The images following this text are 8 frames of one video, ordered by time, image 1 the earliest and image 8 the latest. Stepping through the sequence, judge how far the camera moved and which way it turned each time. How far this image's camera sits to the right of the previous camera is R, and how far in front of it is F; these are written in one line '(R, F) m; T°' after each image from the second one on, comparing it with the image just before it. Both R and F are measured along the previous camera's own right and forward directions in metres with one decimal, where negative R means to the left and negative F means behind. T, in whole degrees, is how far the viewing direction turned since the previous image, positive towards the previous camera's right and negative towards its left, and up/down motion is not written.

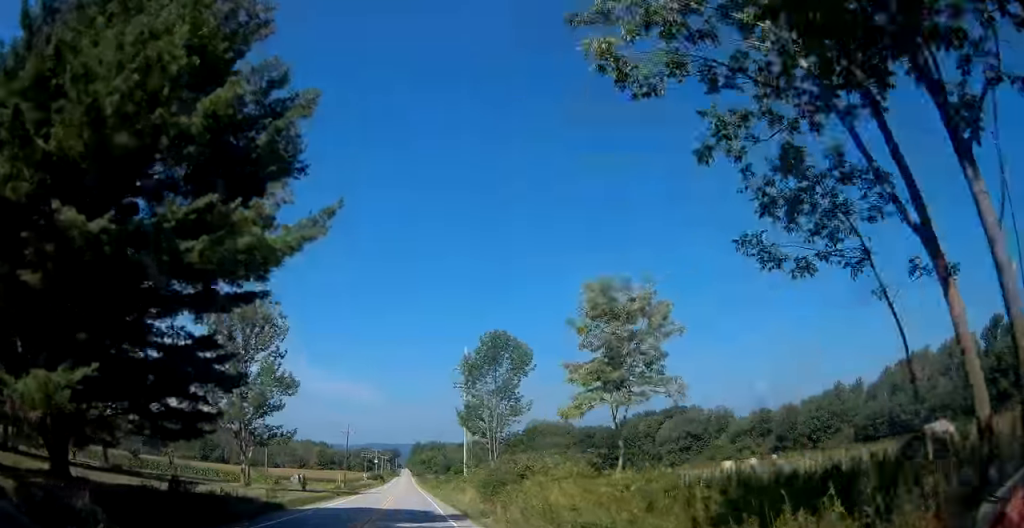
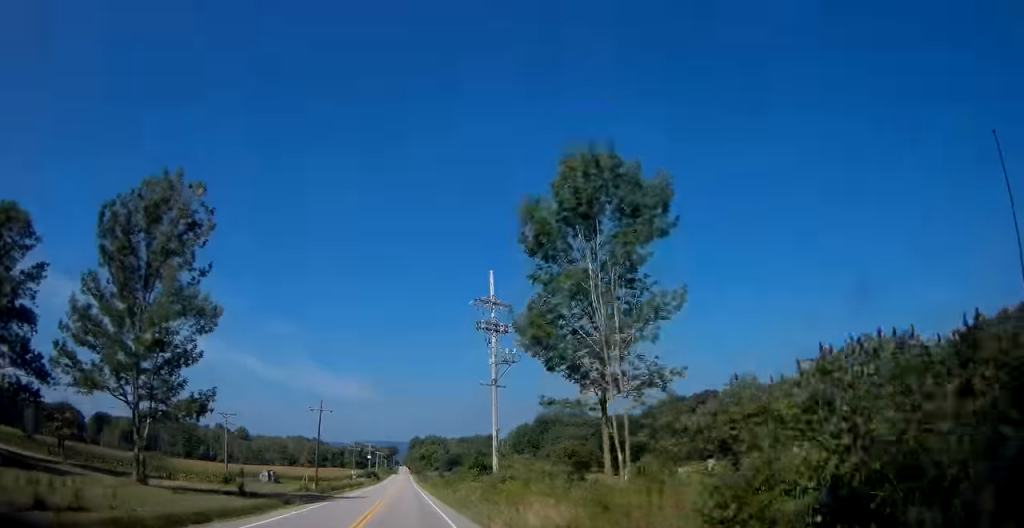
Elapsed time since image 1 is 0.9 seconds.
(0.0, +23.5) m; 0°
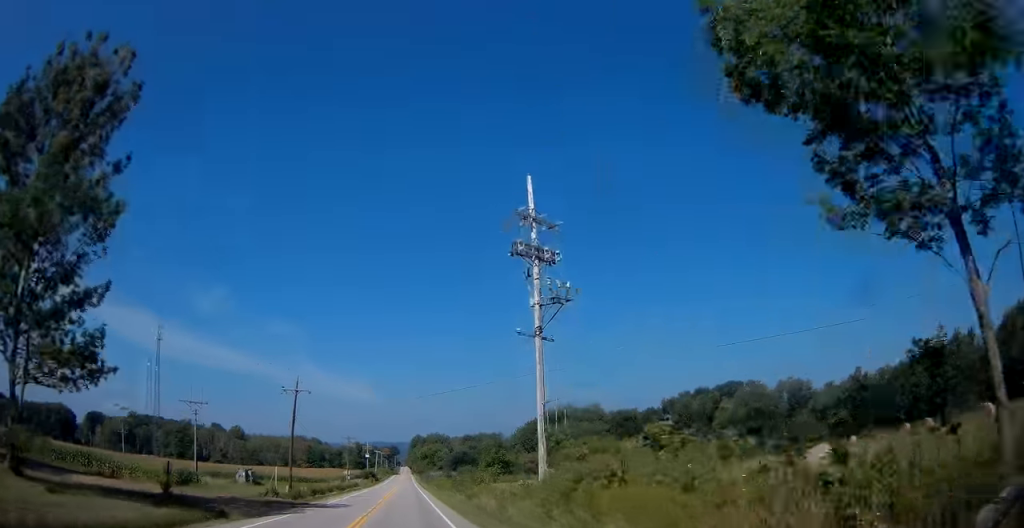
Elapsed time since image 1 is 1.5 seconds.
(0.0, +13.4) m; 0°
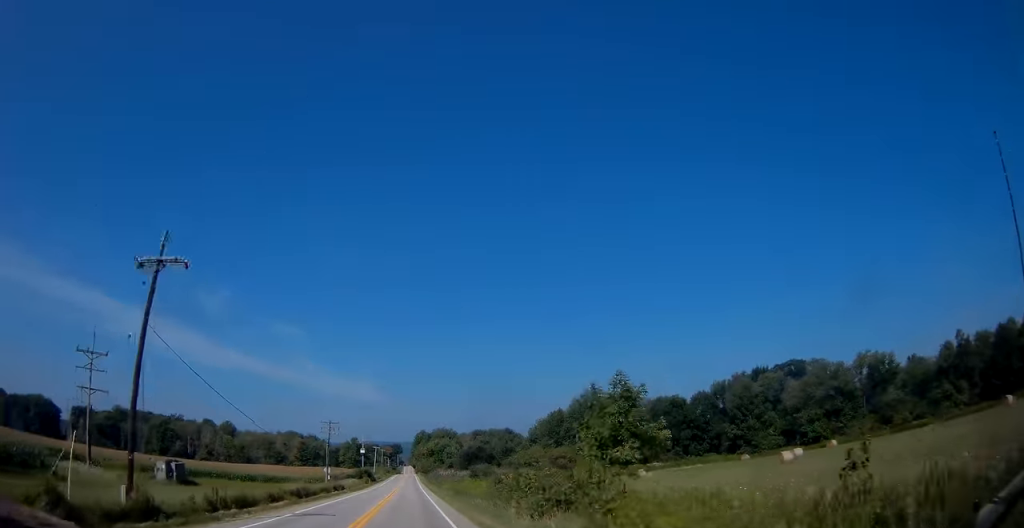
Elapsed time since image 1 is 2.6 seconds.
(0.0, +27.8) m; 0°
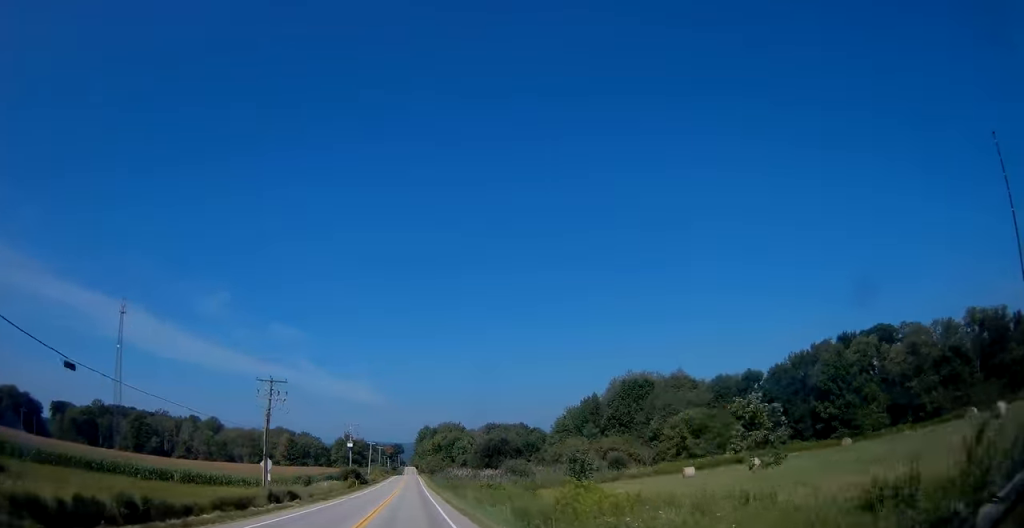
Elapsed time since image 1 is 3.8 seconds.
(+0.1, +31.4) m; +1°
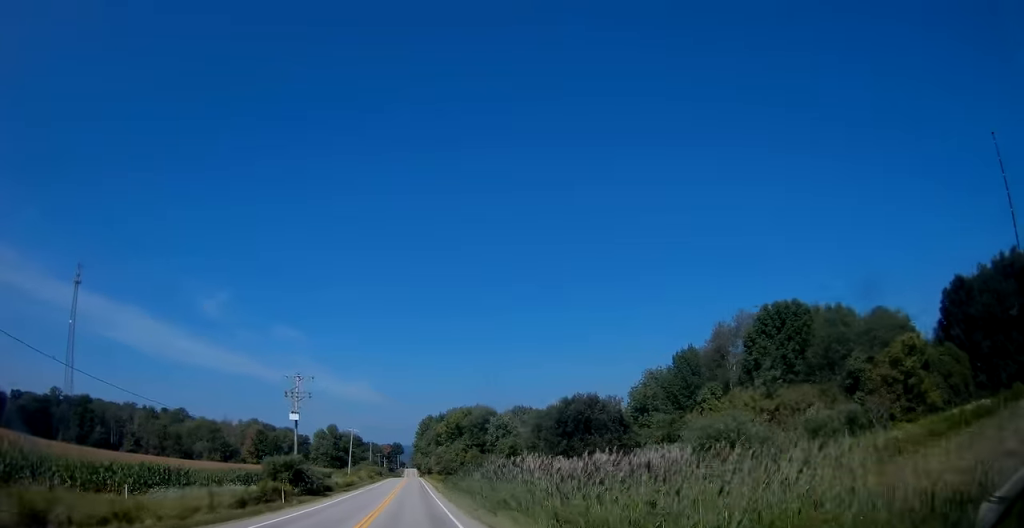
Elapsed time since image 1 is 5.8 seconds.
(-0.1, +51.0) m; -1°
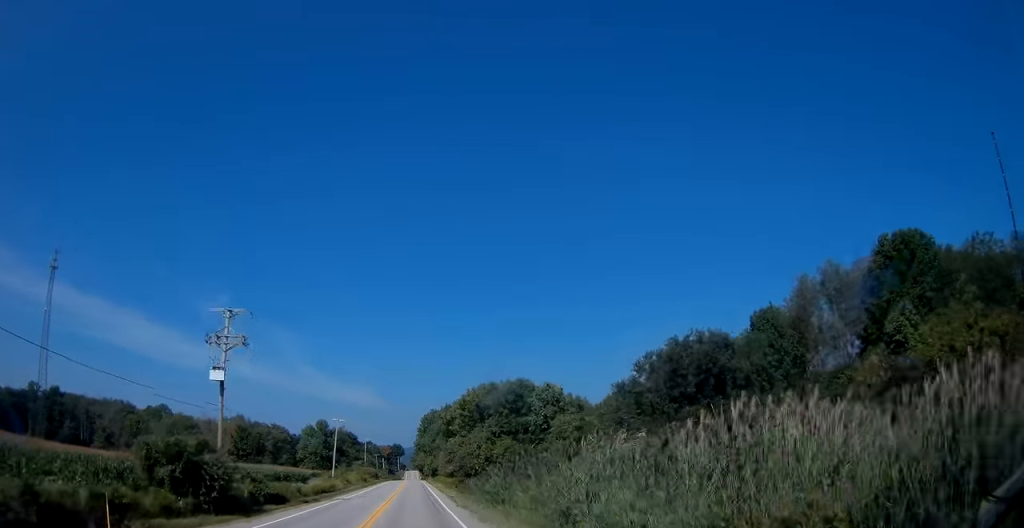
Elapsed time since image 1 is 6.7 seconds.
(0.0, +22.8) m; 0°
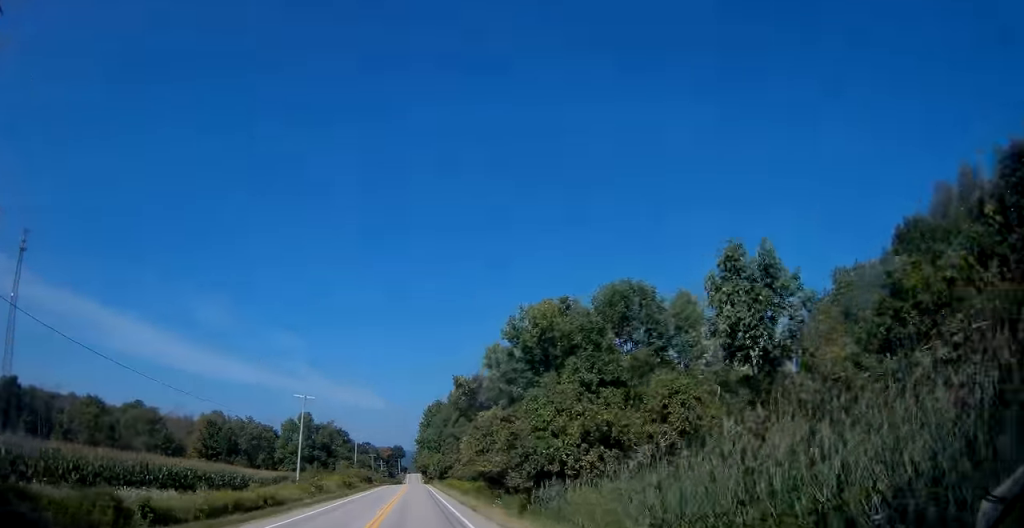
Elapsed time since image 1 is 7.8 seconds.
(+0.1, +26.9) m; +1°
